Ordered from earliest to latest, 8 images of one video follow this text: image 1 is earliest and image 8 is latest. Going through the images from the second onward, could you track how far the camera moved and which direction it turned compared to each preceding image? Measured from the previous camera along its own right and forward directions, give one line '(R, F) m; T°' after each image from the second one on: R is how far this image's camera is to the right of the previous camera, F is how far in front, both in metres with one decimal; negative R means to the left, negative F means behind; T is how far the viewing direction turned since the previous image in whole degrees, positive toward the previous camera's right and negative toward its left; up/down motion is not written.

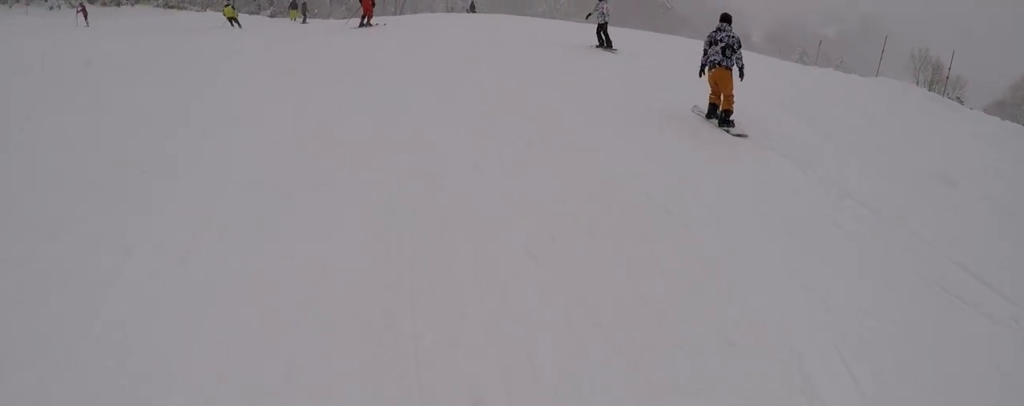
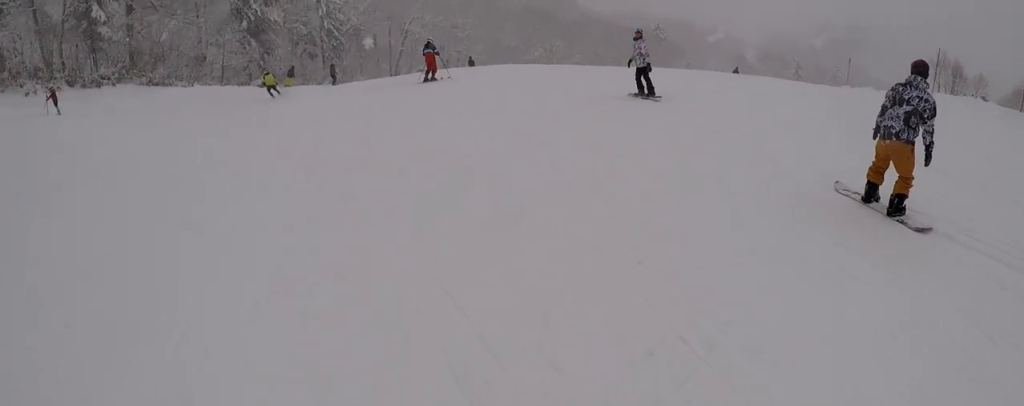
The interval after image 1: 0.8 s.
(+0.4, +3.1) m; +11°
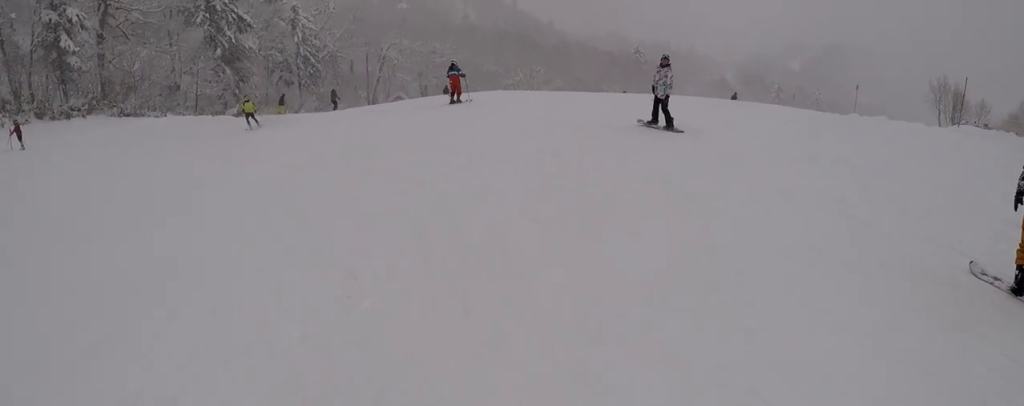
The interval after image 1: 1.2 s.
(+0.1, +1.8) m; +8°
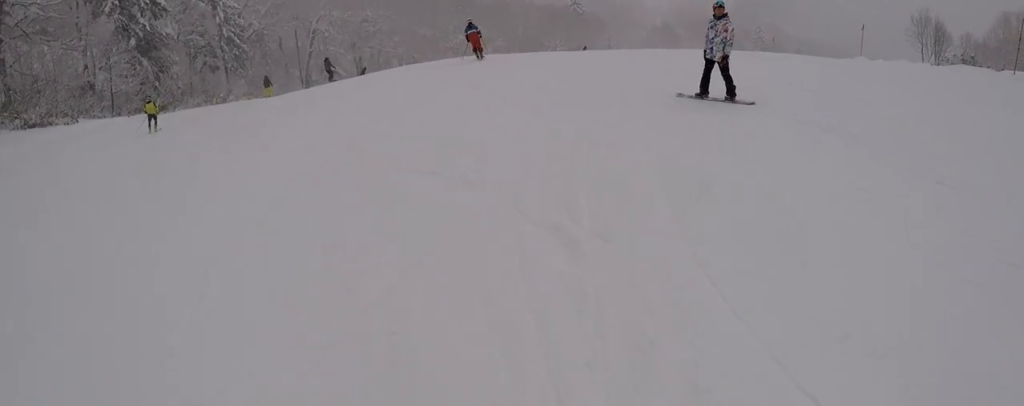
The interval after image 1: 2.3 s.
(+0.1, +4.3) m; -13°
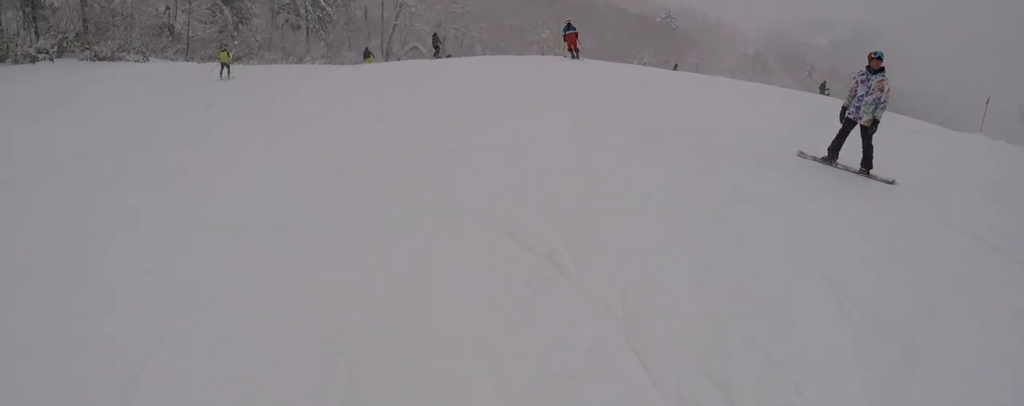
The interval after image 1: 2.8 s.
(-0.4, +1.7) m; -9°
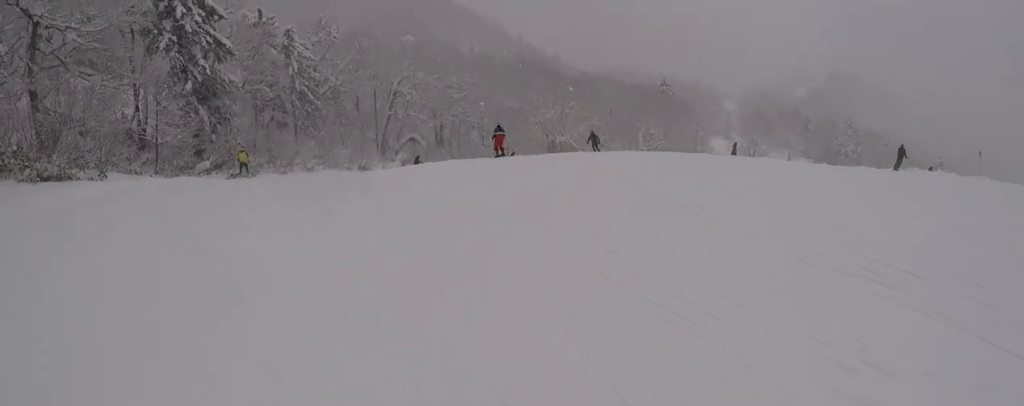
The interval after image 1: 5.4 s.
(+1.3, +8.2) m; +30°
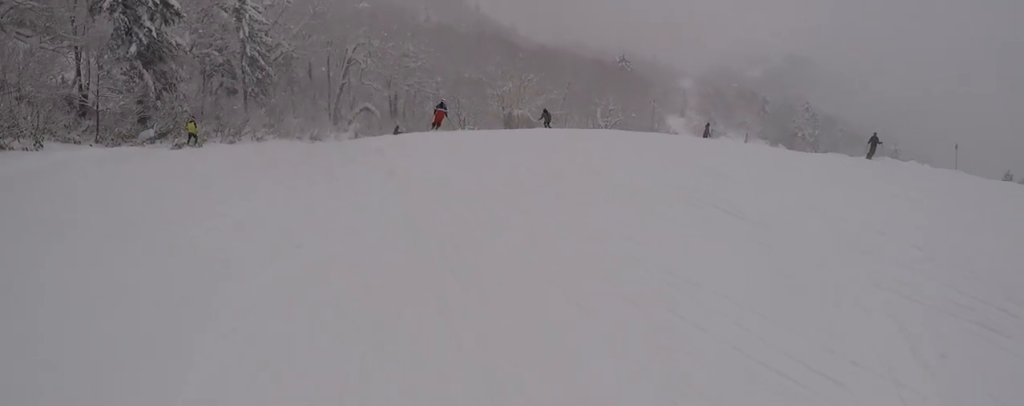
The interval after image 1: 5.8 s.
(-0.1, +1.6) m; +8°
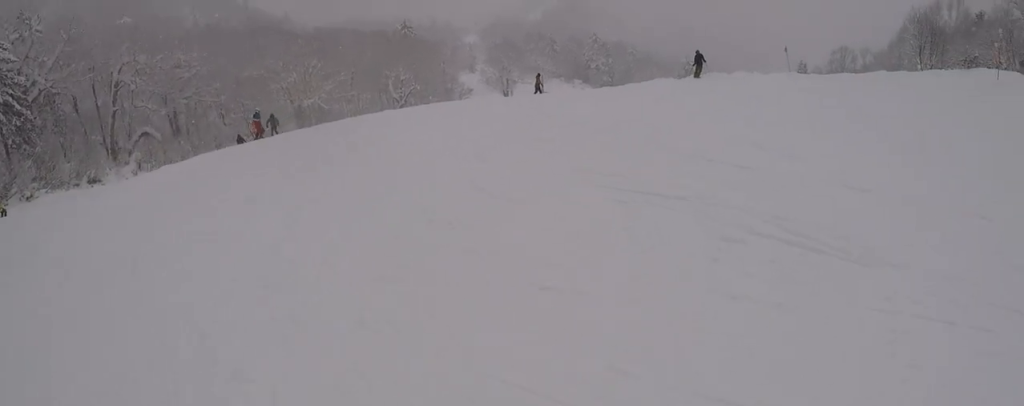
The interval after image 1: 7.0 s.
(+0.9, +3.4) m; +5°
